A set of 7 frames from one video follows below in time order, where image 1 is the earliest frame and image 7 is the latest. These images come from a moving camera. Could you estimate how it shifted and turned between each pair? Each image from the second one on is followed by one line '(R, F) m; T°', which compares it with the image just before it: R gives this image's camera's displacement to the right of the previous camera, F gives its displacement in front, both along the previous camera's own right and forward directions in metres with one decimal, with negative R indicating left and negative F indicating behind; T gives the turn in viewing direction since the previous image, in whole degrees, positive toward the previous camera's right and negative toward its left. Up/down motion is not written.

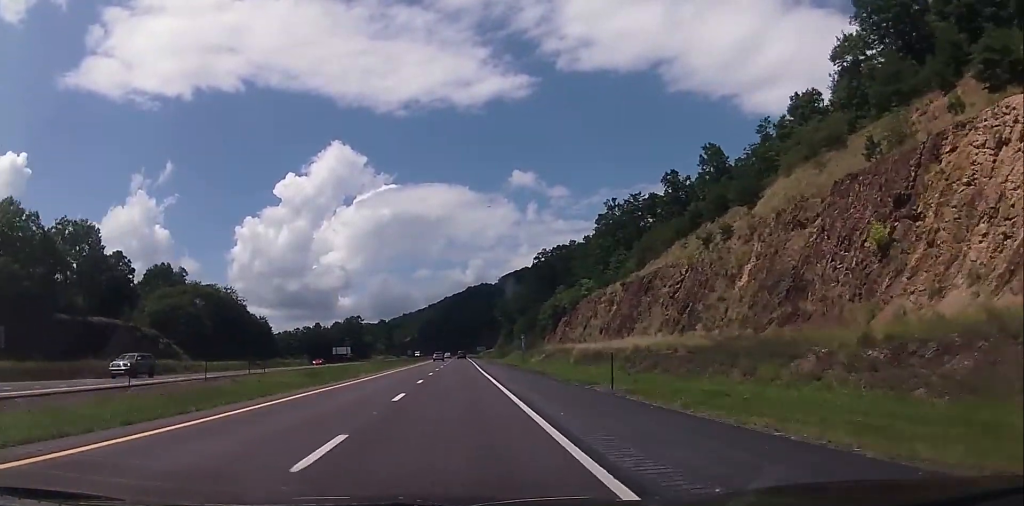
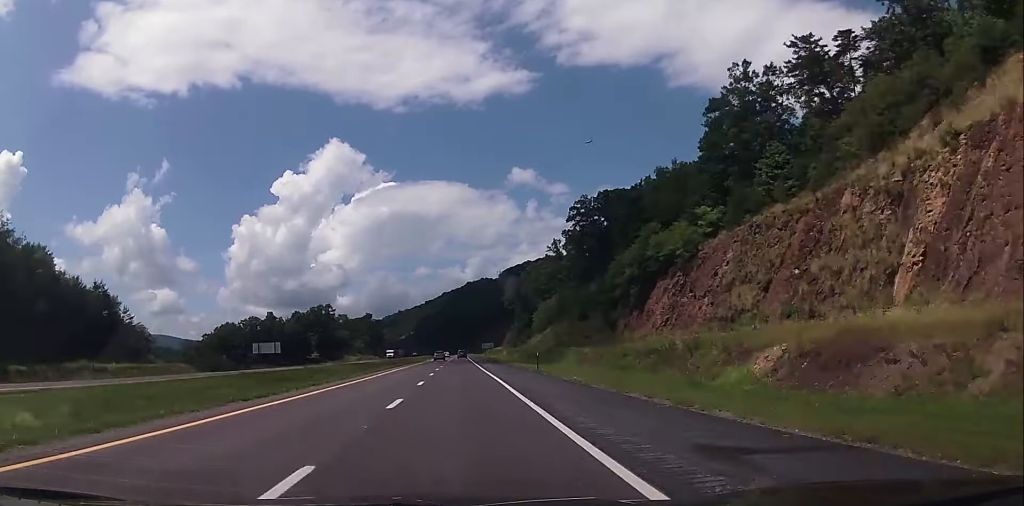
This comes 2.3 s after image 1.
(-0.1, +75.2) m; 0°
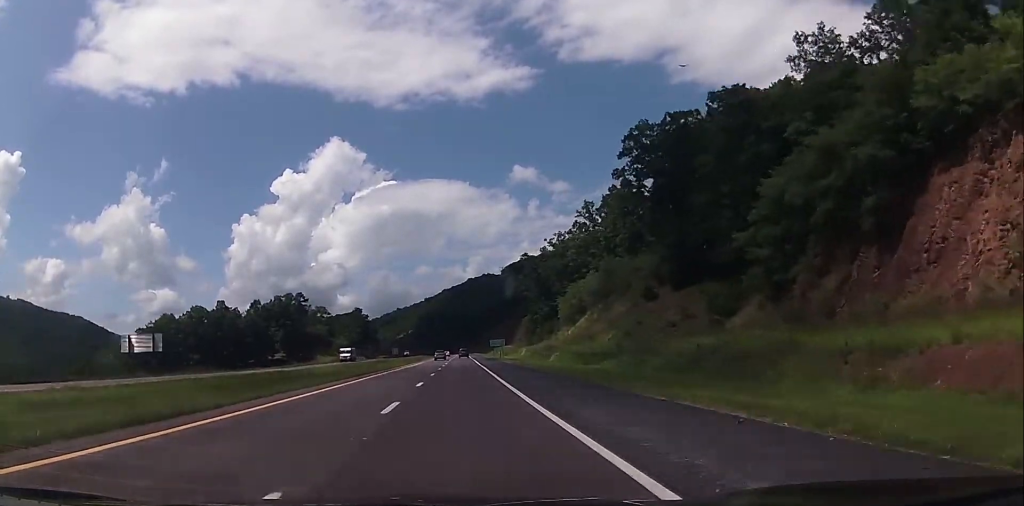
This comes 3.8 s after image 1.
(+0.4, +50.1) m; +1°
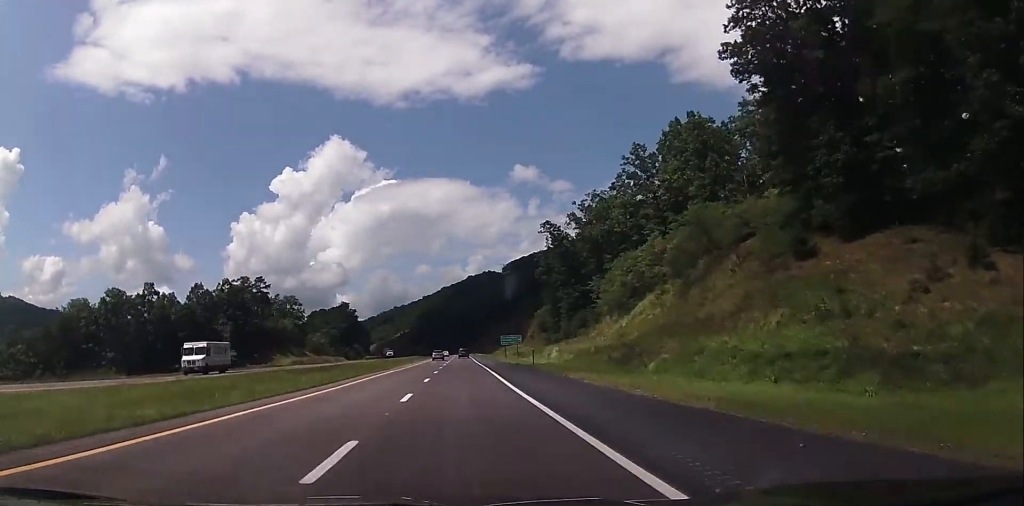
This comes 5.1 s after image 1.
(-0.3, +44.5) m; -1°
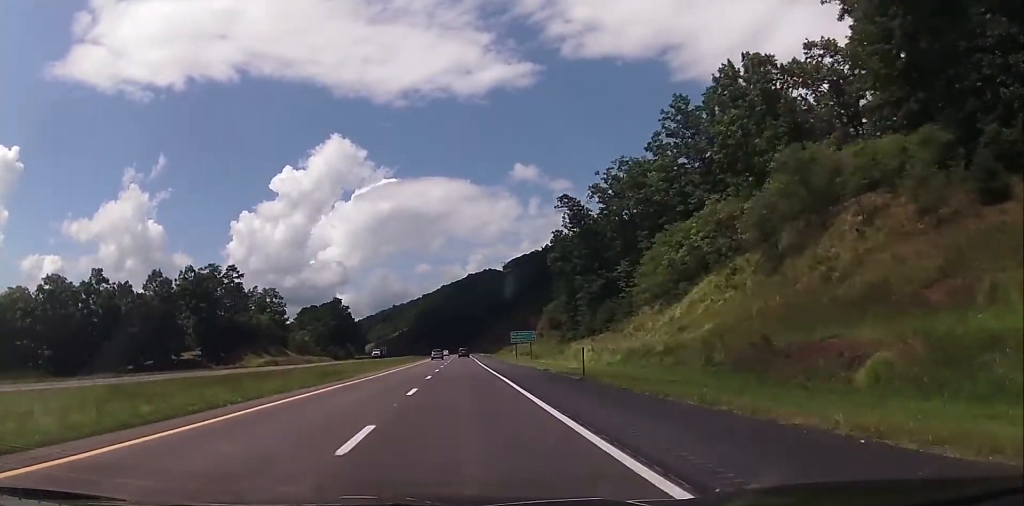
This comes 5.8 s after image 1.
(0.0, +22.2) m; 0°
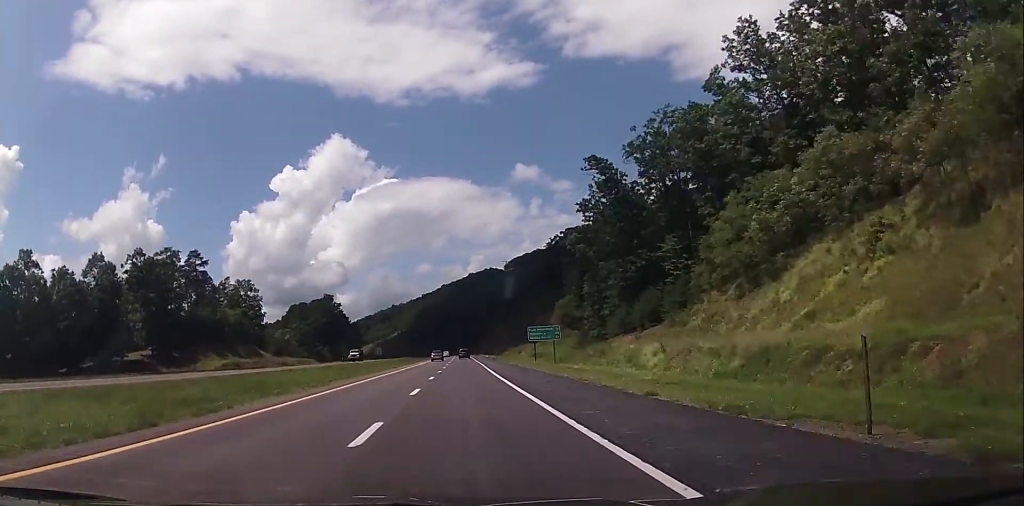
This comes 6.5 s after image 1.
(+0.3, +23.3) m; 0°
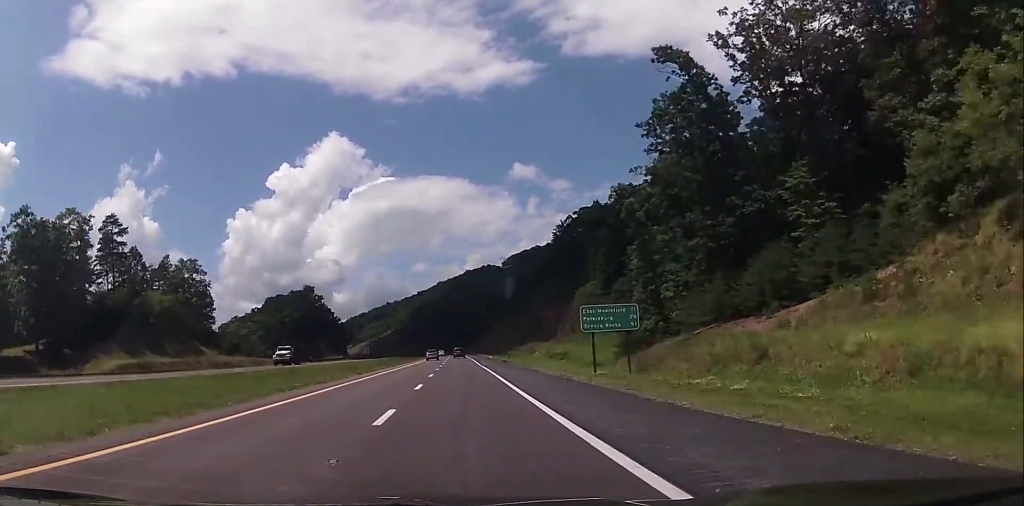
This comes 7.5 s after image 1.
(-0.3, +33.2) m; -1°
